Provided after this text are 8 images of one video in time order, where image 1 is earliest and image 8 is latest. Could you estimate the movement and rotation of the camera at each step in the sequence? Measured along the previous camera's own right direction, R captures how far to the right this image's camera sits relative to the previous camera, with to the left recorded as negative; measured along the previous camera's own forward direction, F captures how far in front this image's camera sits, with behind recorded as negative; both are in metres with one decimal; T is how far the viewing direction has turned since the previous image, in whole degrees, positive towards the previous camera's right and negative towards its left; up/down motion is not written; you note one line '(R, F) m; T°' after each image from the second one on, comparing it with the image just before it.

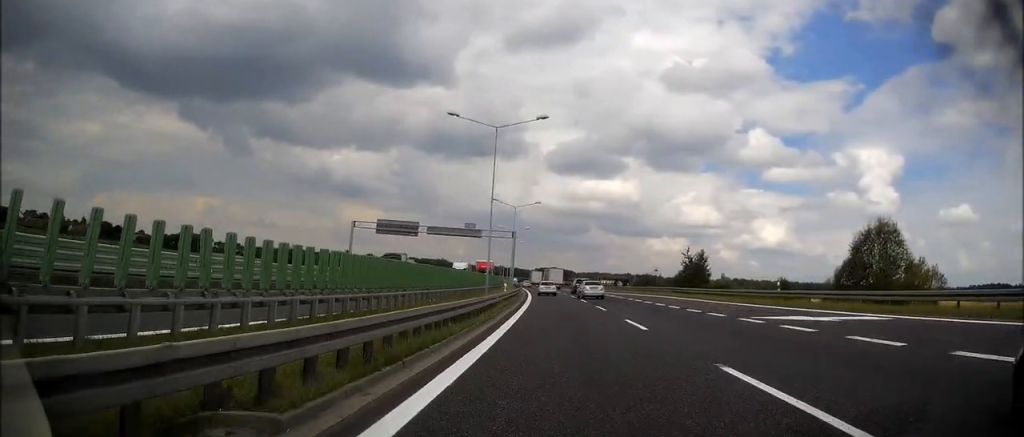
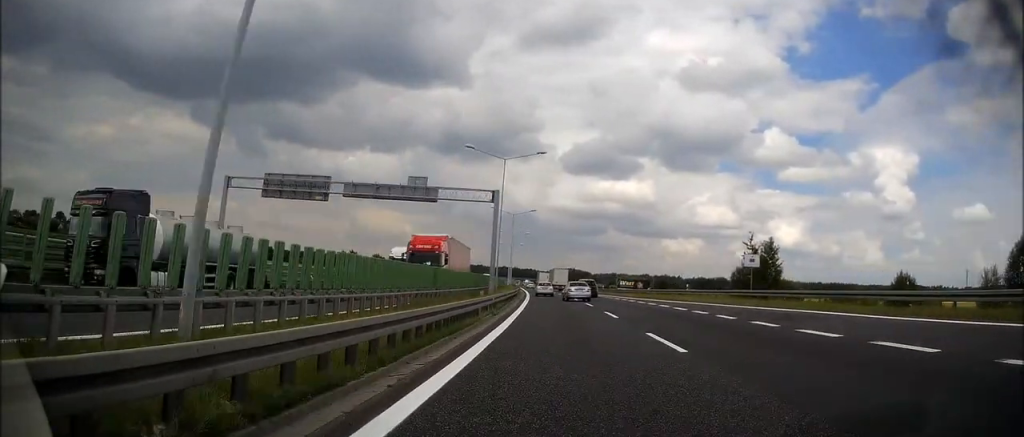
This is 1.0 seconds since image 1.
(-0.3, +29.4) m; -1°
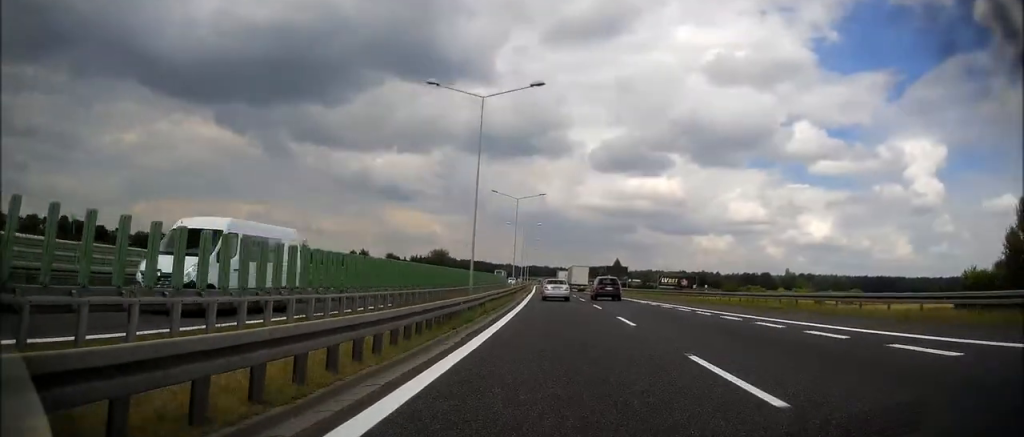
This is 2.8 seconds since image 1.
(-1.2, +52.5) m; -3°
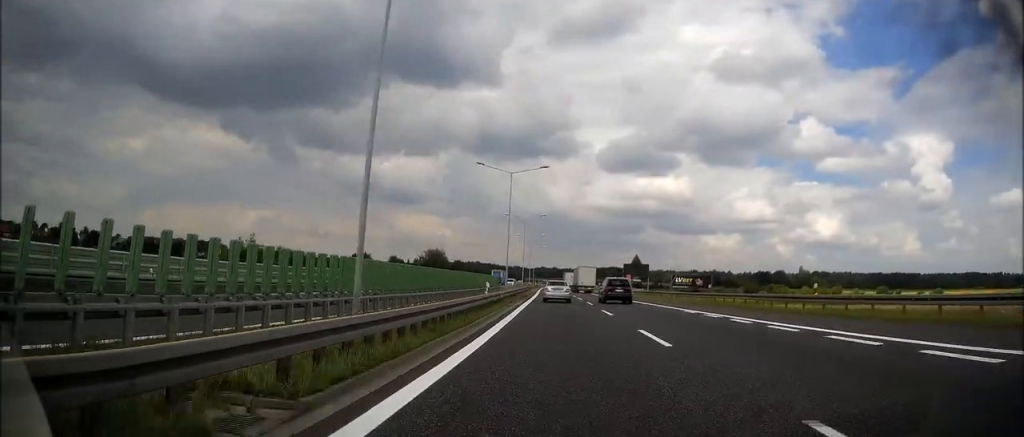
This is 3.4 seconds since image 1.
(-0.6, +17.2) m; -1°
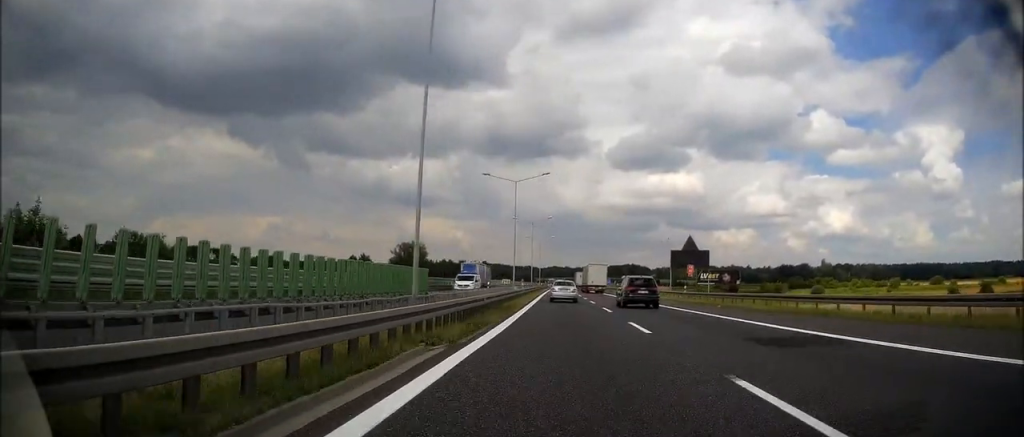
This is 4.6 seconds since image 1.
(+0.3, +34.1) m; 0°
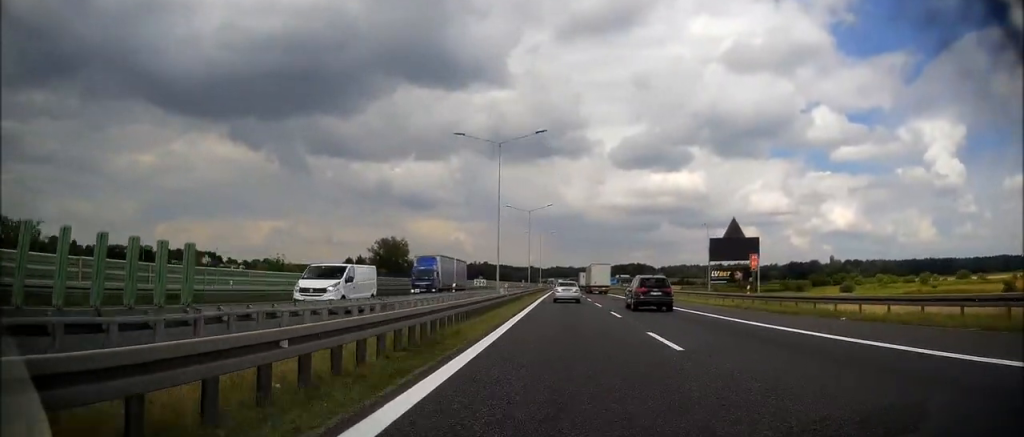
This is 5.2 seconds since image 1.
(-0.2, +15.9) m; 0°
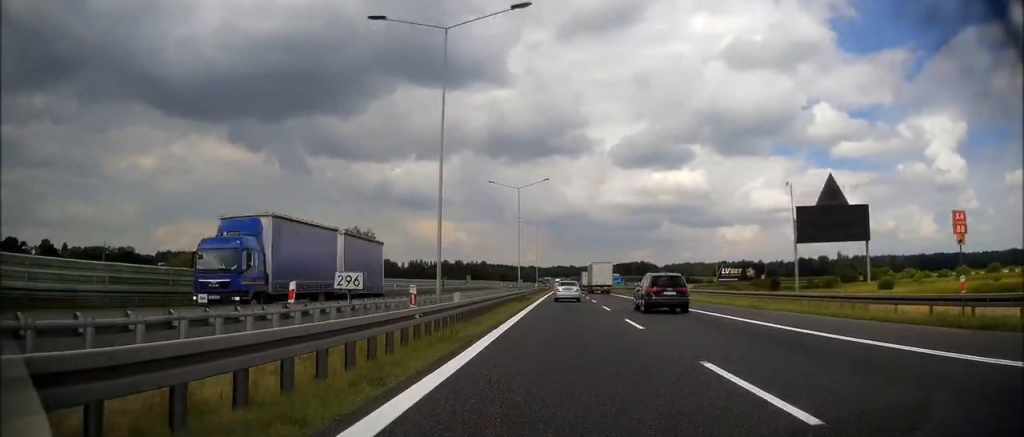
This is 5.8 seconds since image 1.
(-0.1, +18.7) m; 0°
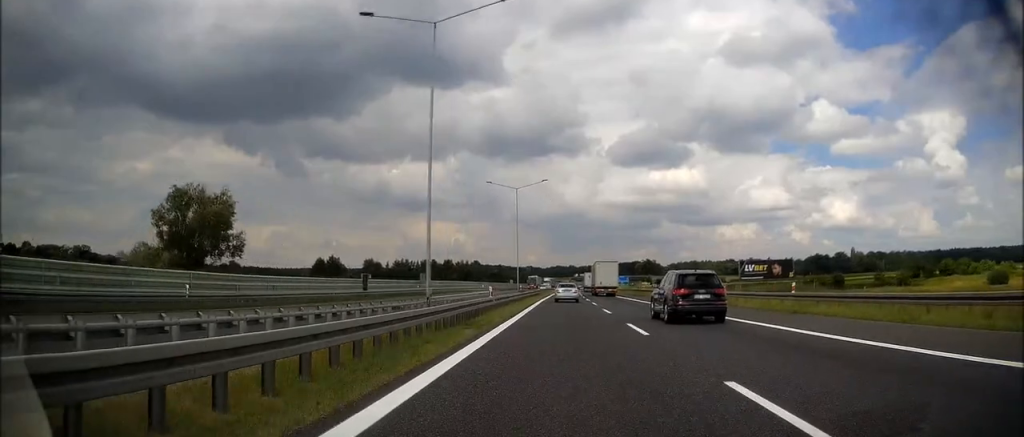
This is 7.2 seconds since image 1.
(0.0, +38.3) m; 0°
